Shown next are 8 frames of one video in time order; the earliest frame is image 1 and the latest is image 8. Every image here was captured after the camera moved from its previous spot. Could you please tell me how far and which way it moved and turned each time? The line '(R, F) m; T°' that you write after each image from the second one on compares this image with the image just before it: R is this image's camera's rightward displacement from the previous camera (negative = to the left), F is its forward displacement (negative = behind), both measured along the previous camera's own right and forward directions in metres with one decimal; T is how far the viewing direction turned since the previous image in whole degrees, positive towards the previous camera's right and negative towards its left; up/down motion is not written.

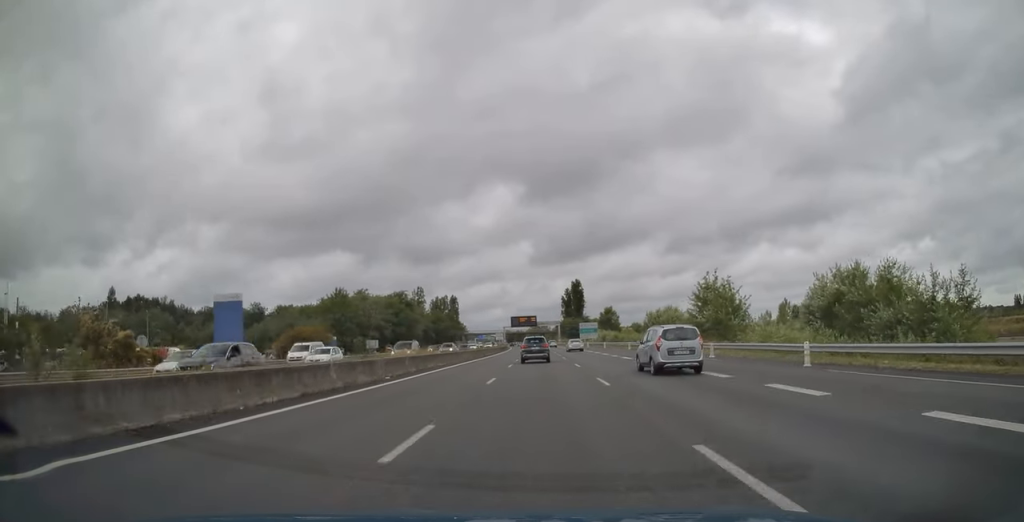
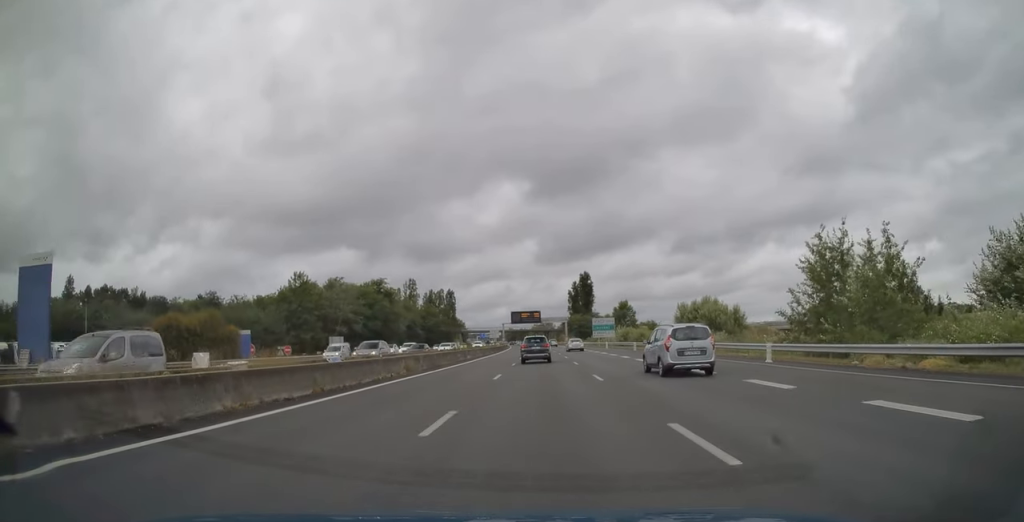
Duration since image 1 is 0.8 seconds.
(-0.1, +24.4) m; 0°
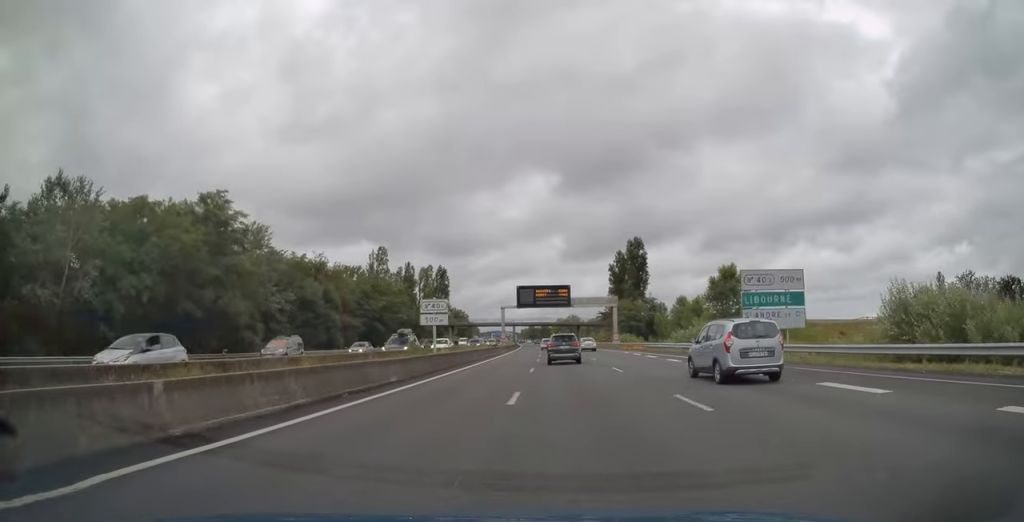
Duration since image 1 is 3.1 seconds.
(-0.7, +74.6) m; -1°
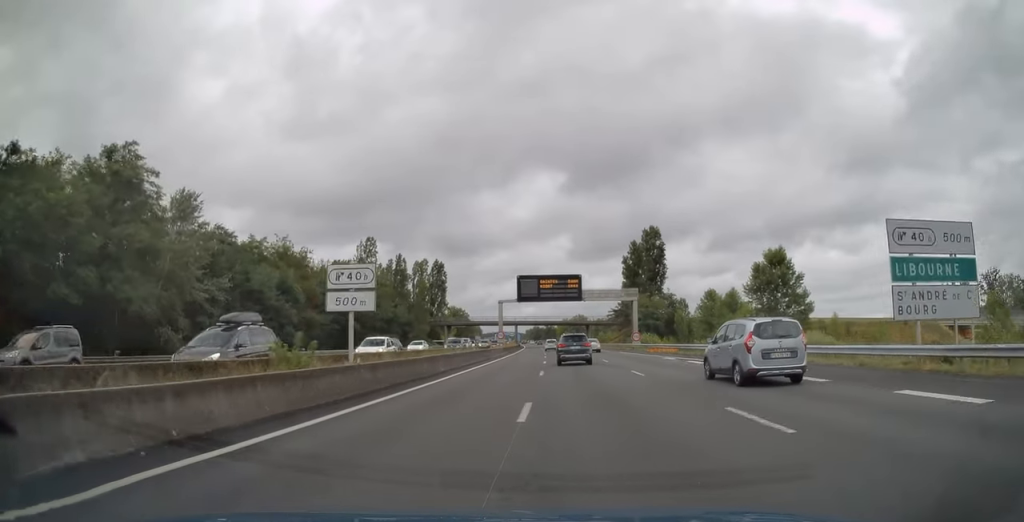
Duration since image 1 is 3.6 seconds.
(-0.2, +15.8) m; -1°
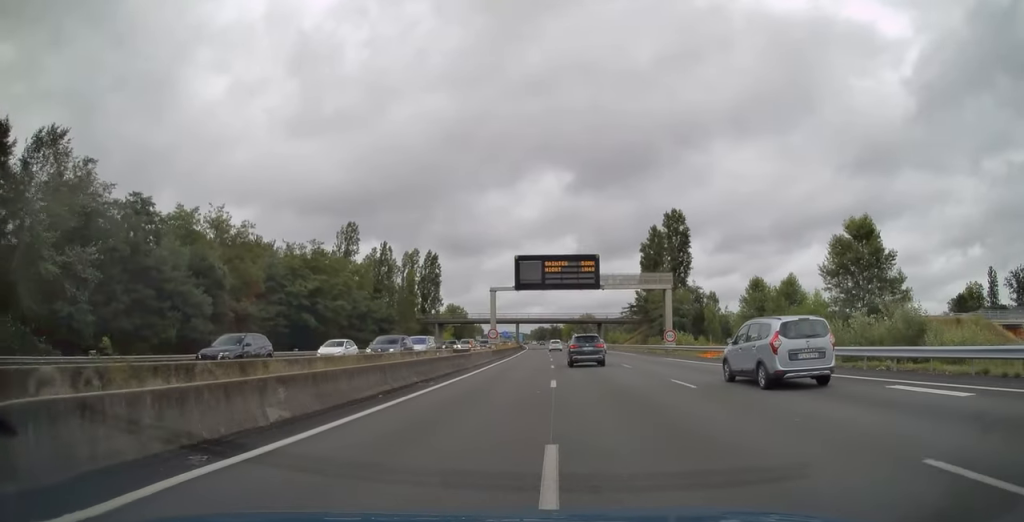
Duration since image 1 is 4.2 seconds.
(-0.1, +18.4) m; -1°
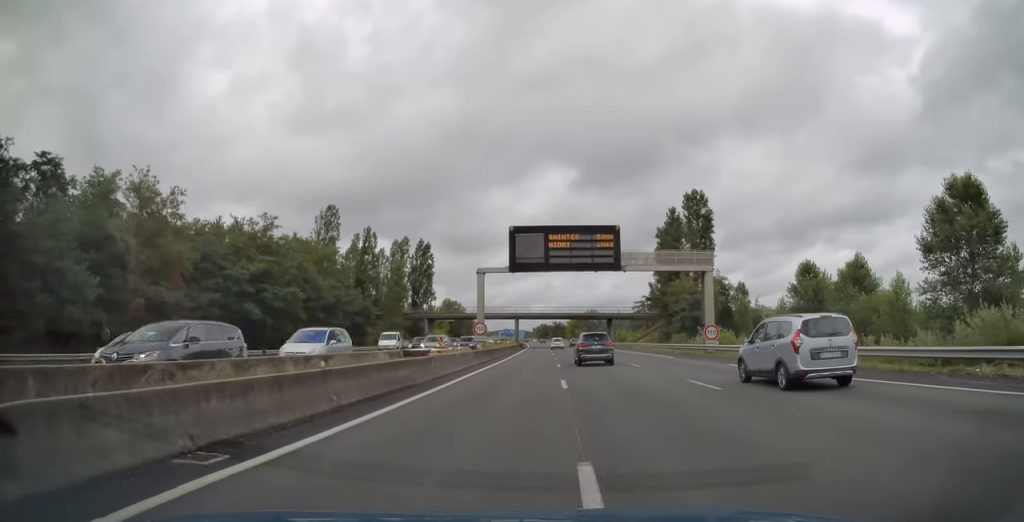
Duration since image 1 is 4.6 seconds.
(-0.1, +14.2) m; 0°
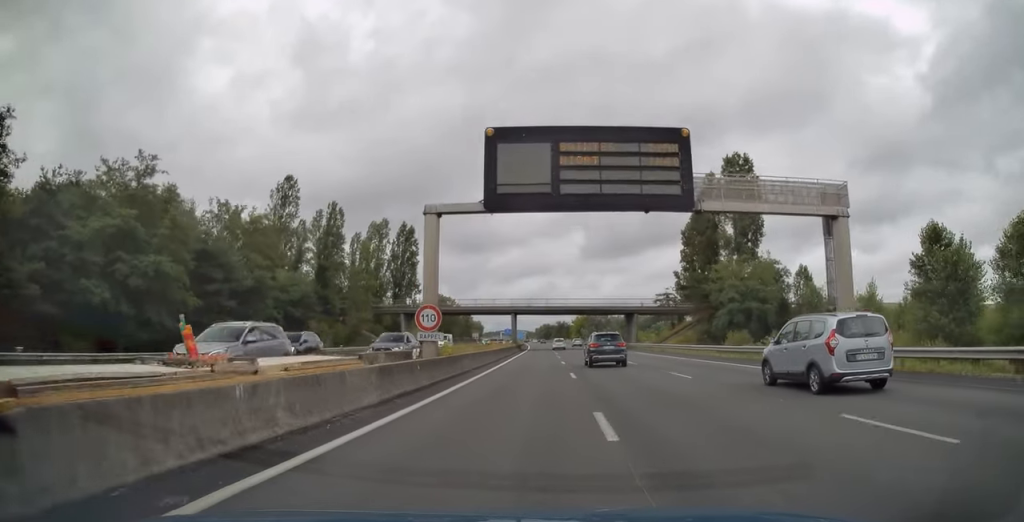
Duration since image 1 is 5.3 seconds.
(-0.1, +21.6) m; 0°
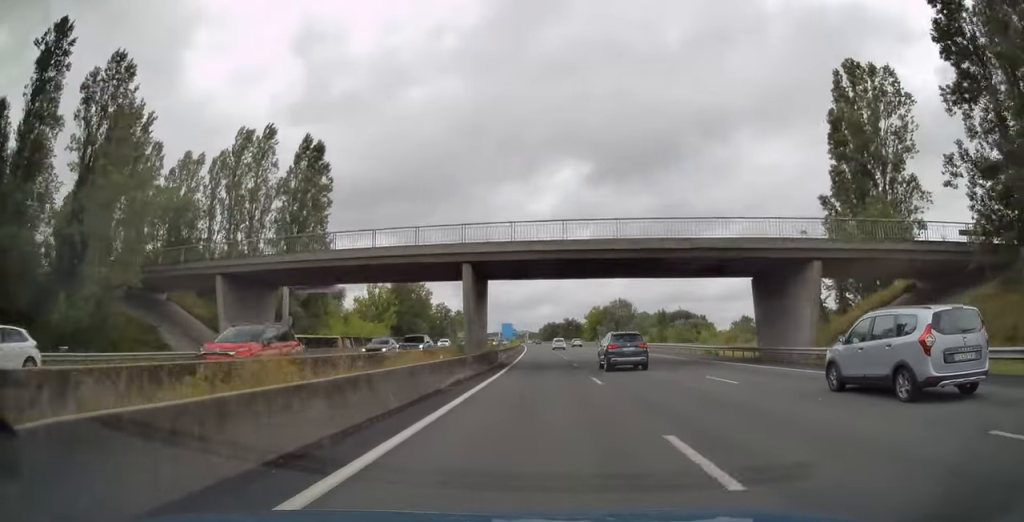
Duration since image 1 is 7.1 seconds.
(-0.4, +55.2) m; -1°
